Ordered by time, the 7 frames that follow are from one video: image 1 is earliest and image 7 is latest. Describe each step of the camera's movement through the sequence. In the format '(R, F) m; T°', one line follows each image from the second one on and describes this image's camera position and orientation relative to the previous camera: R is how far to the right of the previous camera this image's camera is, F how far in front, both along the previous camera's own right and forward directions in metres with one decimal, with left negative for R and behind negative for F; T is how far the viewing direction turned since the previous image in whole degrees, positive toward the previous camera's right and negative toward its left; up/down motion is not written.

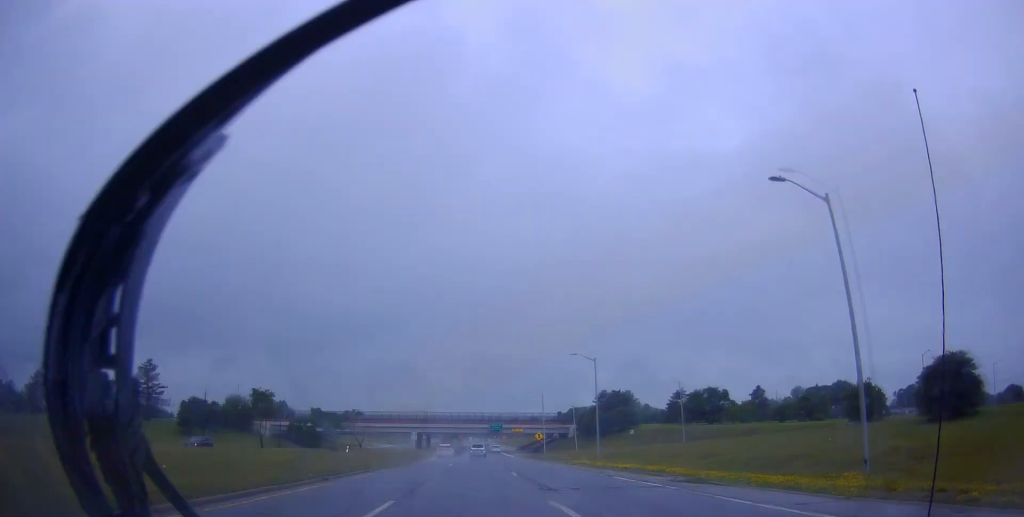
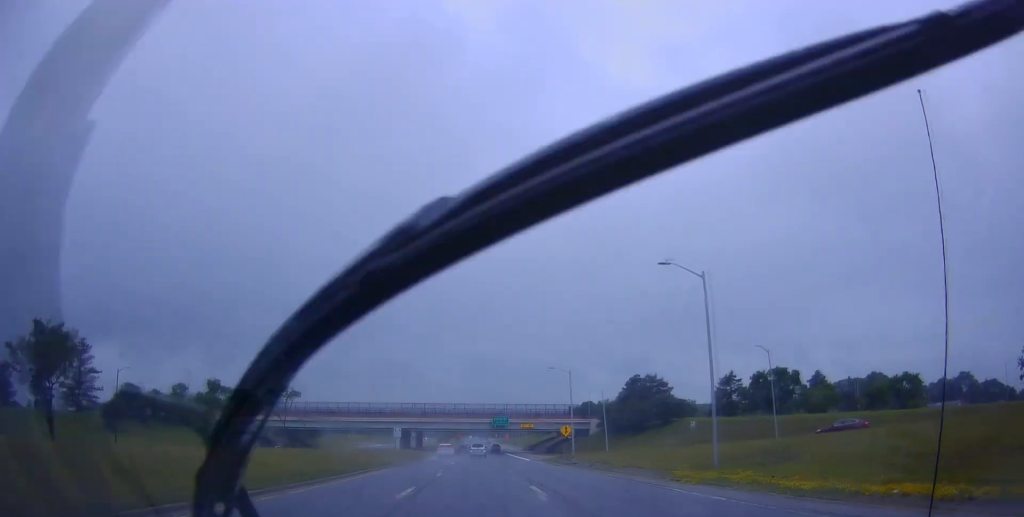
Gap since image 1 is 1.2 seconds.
(+0.2, +26.3) m; 0°
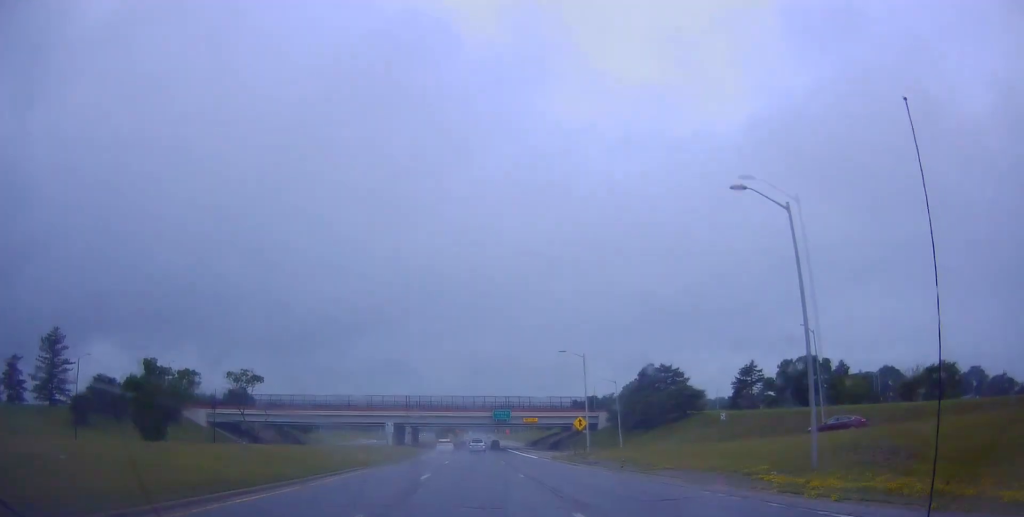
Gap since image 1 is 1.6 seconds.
(0.0, +8.5) m; 0°
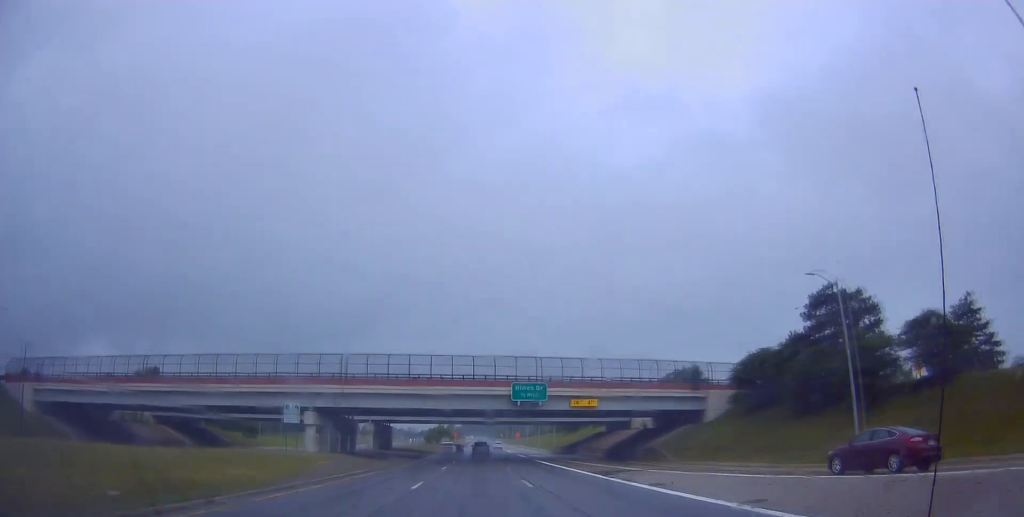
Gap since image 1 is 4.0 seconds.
(-0.2, +49.8) m; 0°
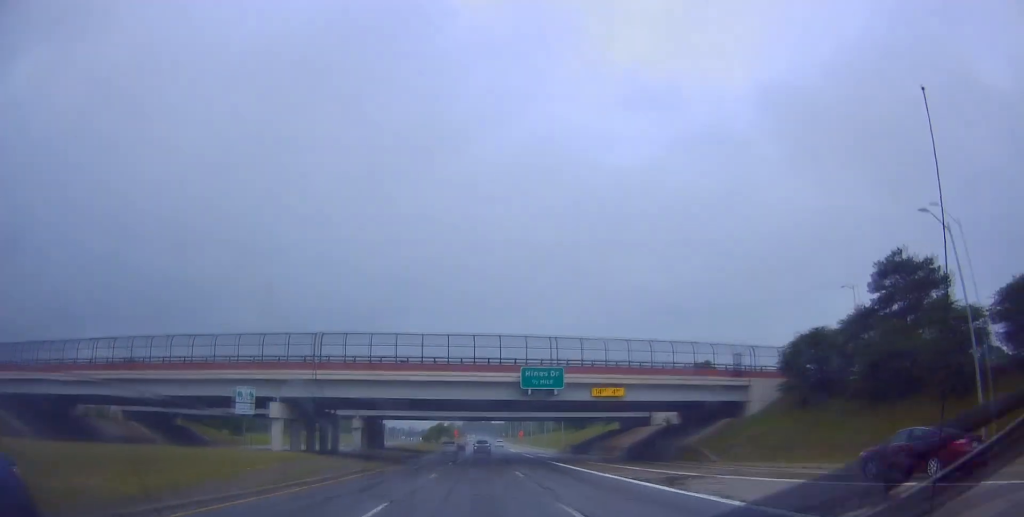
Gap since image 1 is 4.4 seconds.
(-0.2, +9.3) m; 0°
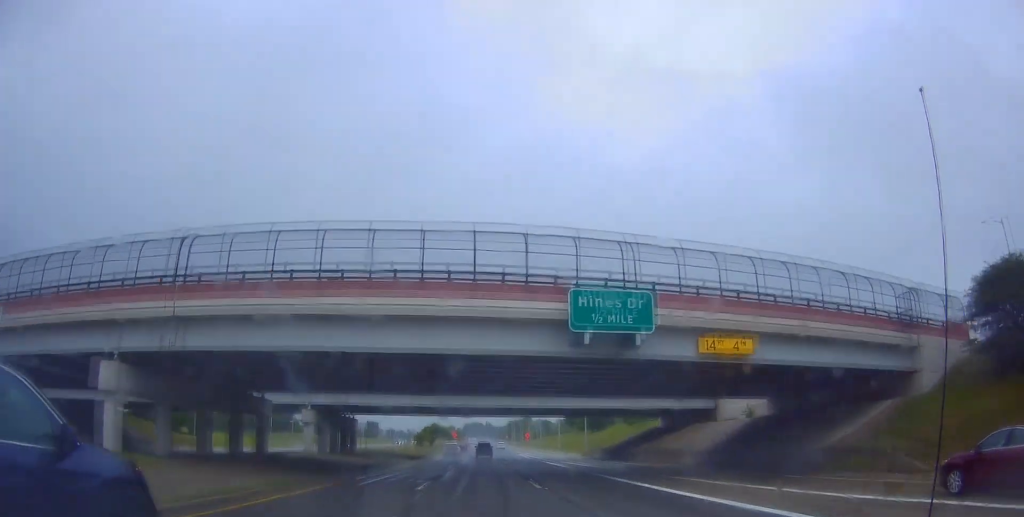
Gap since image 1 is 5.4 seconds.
(+0.5, +21.6) m; 0°
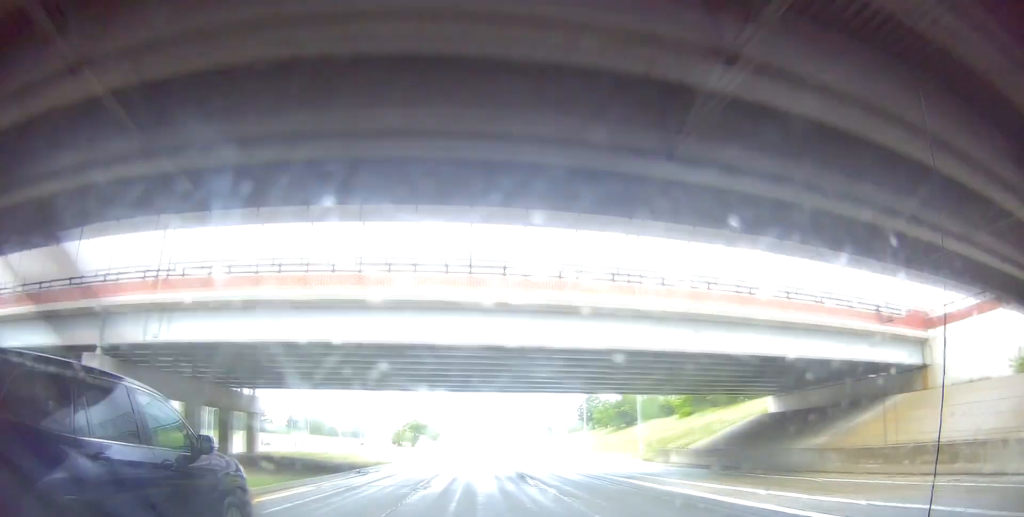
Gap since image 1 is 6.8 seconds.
(-0.3, +30.0) m; 0°
